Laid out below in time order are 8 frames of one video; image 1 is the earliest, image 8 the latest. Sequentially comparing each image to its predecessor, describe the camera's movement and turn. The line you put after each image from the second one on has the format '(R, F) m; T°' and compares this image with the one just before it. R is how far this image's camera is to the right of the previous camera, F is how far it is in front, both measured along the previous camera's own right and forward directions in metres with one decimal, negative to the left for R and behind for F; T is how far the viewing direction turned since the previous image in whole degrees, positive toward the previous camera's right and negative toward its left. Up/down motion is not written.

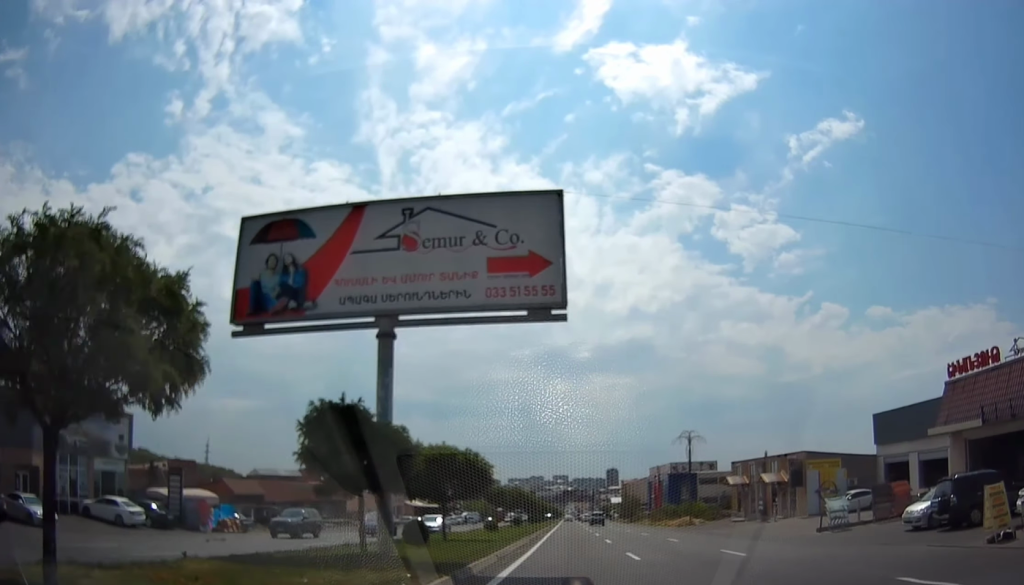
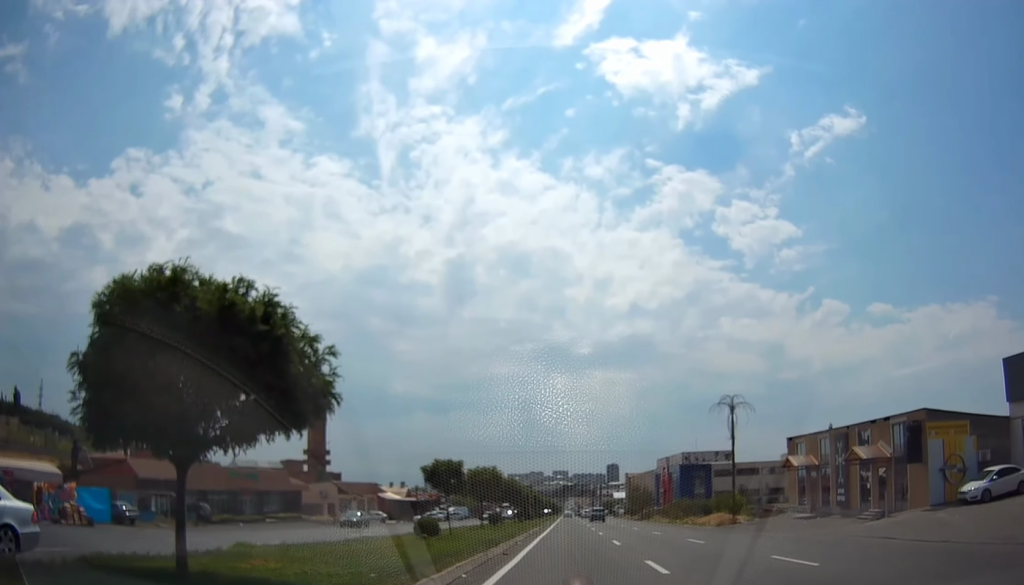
(+0.4, +17.8) m; +2°
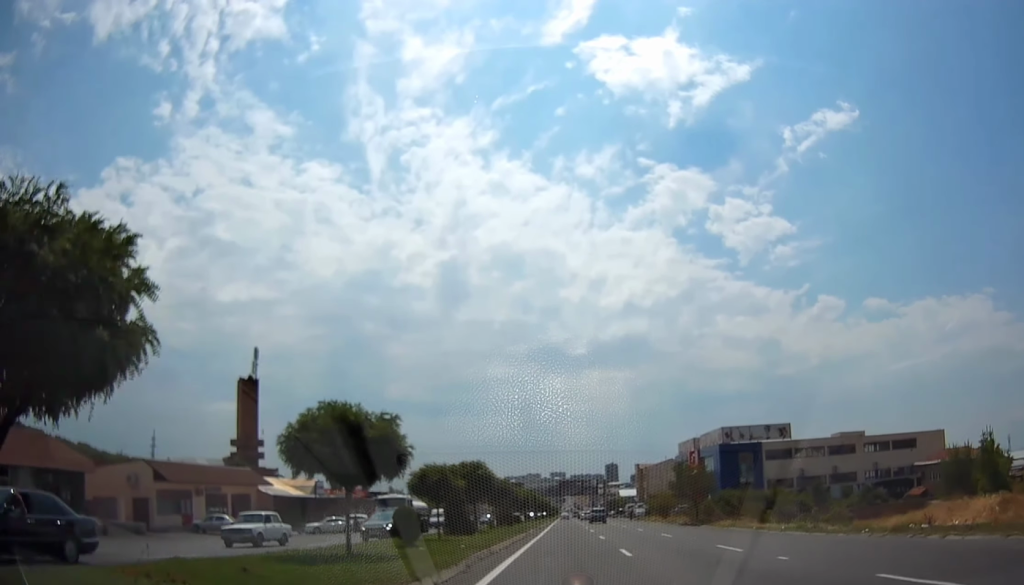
(-0.1, +42.9) m; -2°
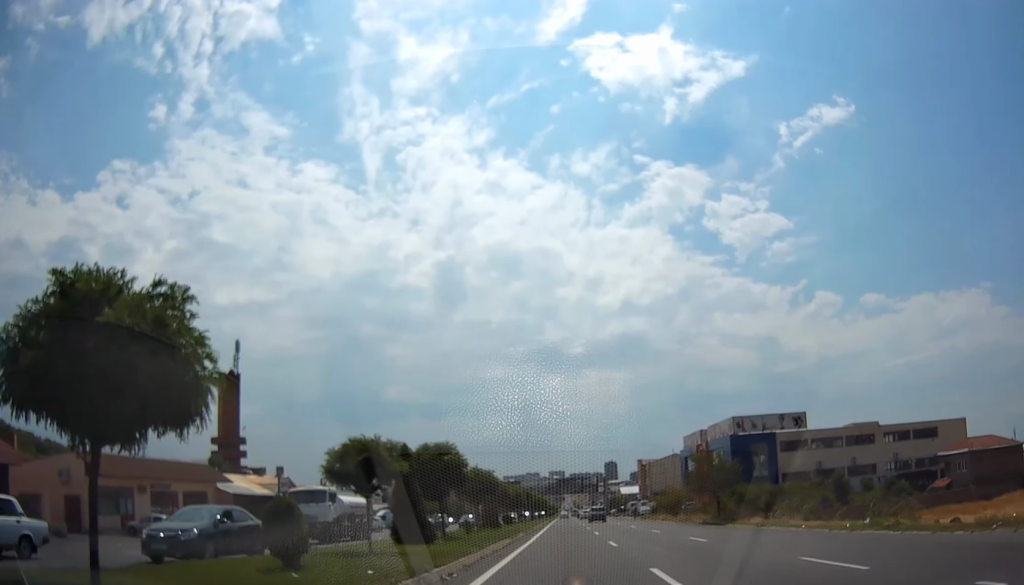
(-0.2, +8.5) m; +1°
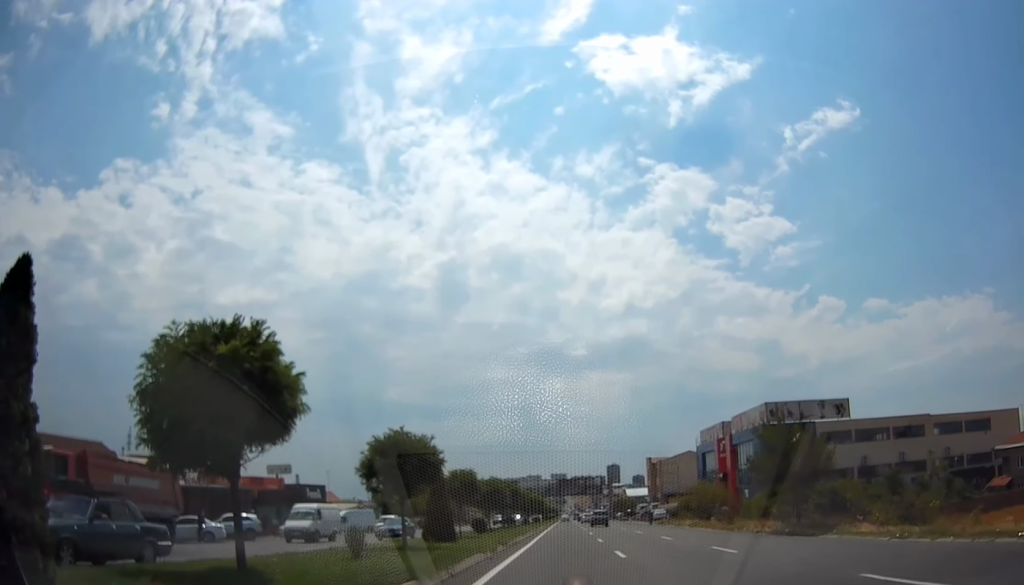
(+0.2, +16.3) m; +1°
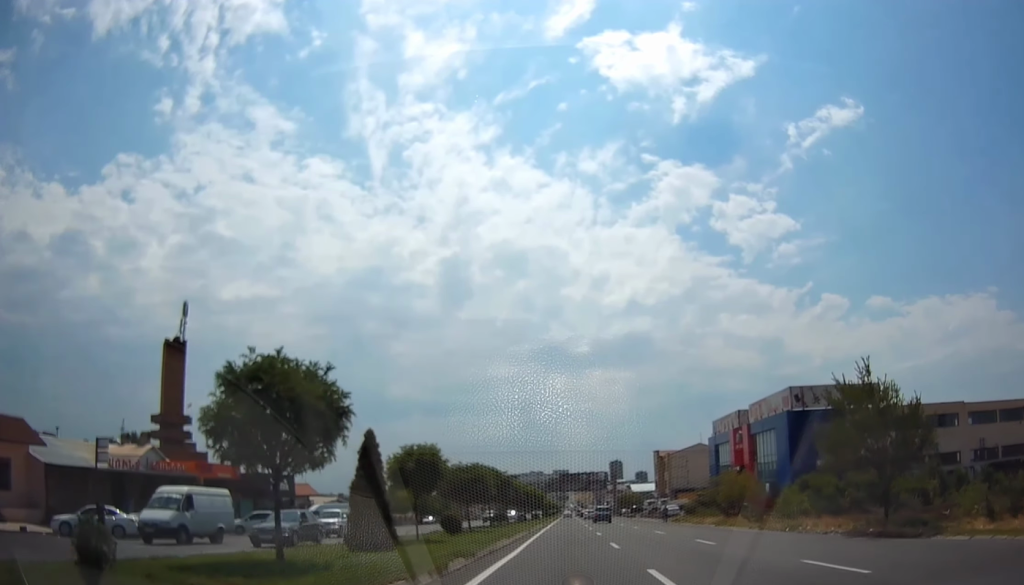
(+0.4, +8.8) m; 0°
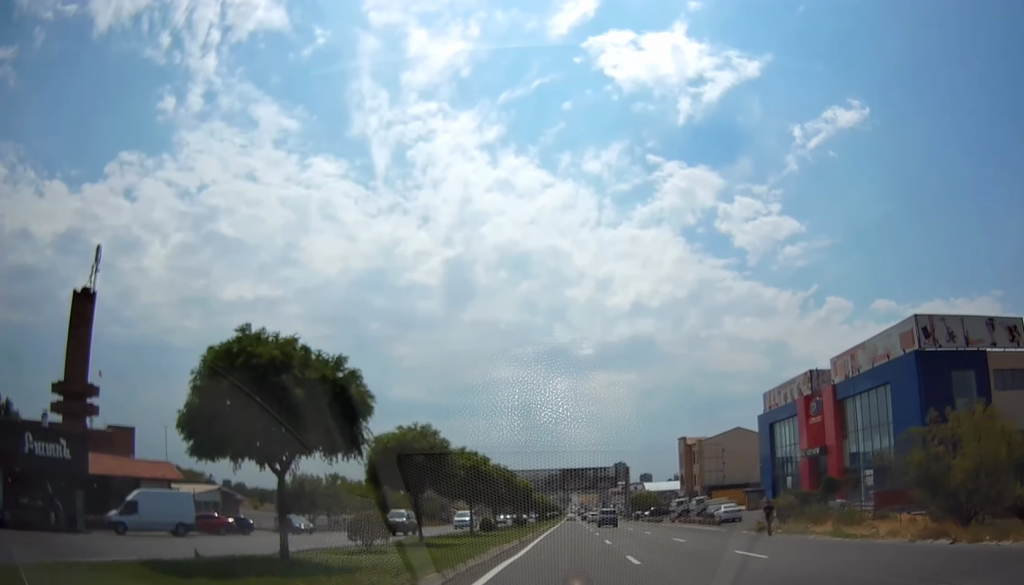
(-0.6, +29.6) m; -1°
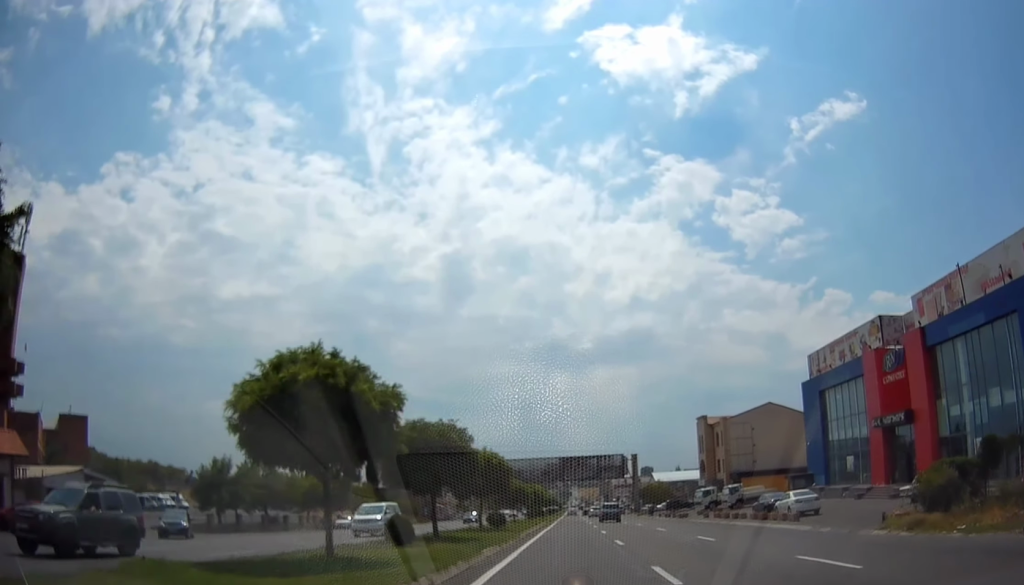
(+0.1, +17.7) m; 0°
